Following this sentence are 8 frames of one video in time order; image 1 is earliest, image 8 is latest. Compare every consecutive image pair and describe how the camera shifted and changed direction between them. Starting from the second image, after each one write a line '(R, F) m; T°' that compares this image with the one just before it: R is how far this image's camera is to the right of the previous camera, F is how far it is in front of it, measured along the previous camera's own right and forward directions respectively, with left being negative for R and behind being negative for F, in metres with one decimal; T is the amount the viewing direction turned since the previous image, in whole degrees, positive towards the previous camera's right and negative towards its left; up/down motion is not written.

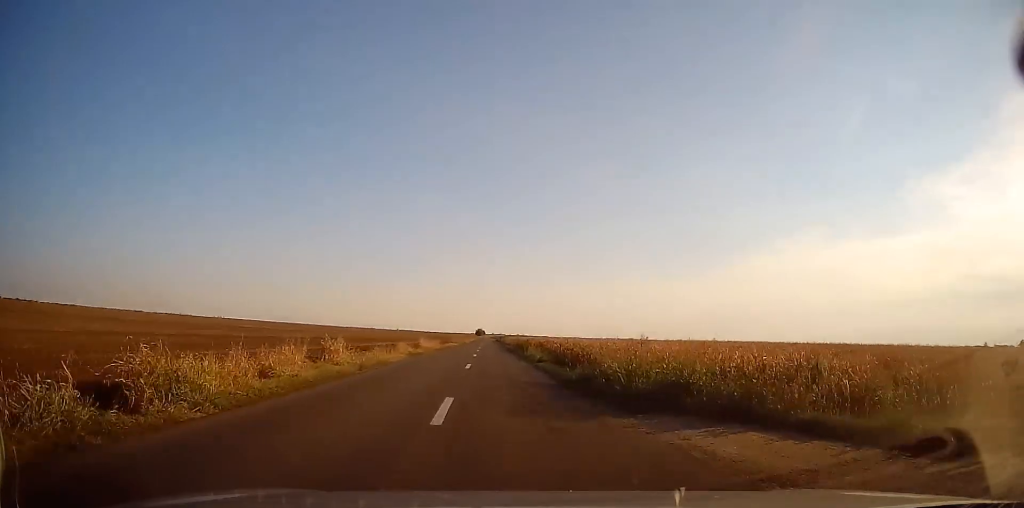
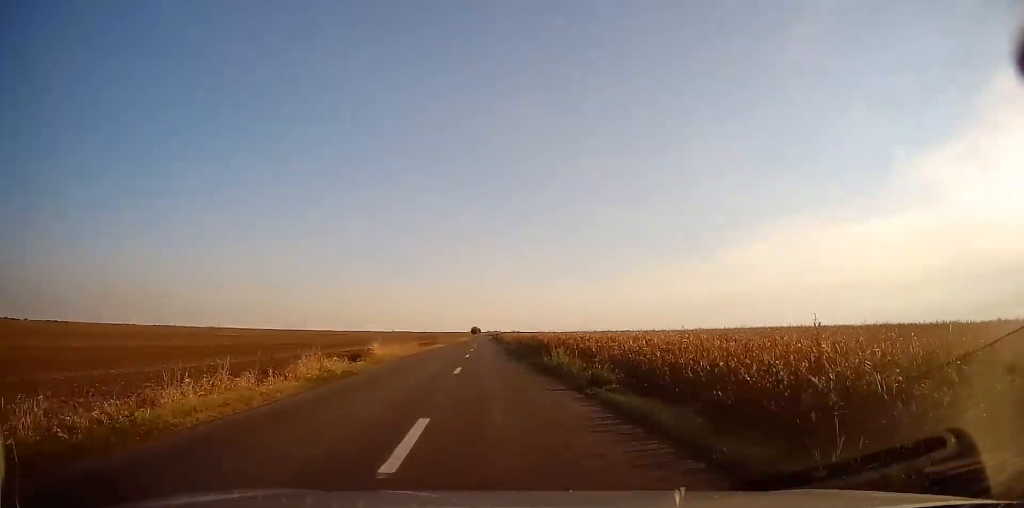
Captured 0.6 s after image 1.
(0.0, +14.8) m; 0°
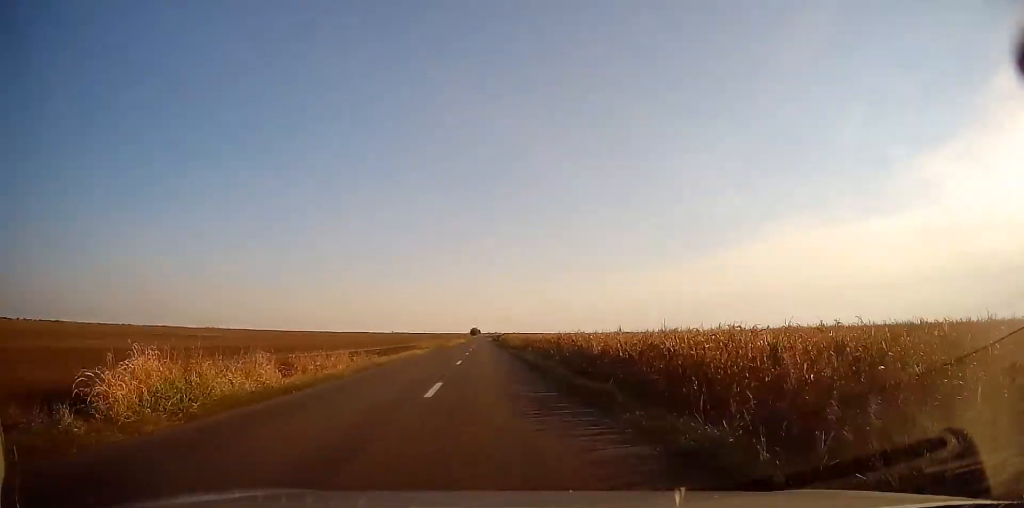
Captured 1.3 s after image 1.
(+0.5, +17.3) m; 0°
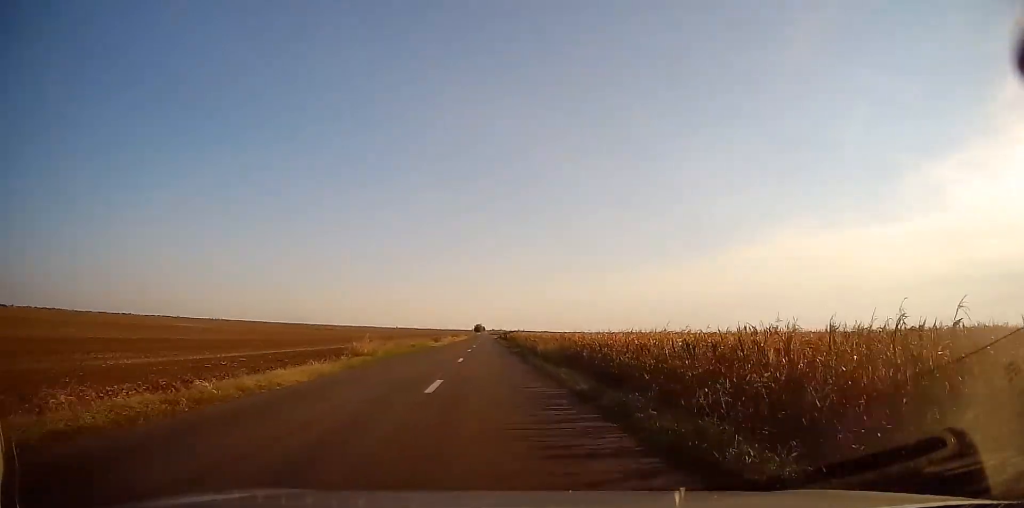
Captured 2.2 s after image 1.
(-0.6, +24.4) m; -1°
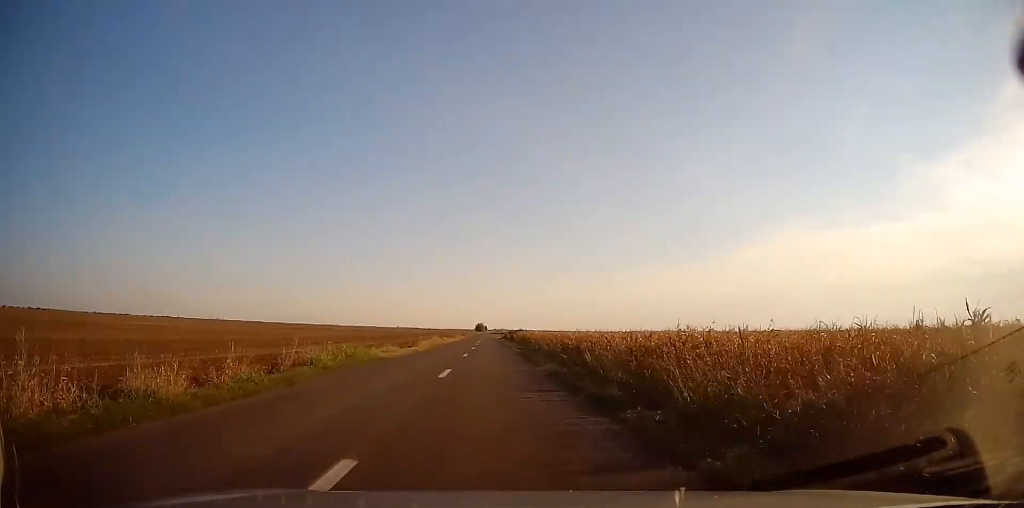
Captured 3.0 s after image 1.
(+0.1, +21.1) m; 0°
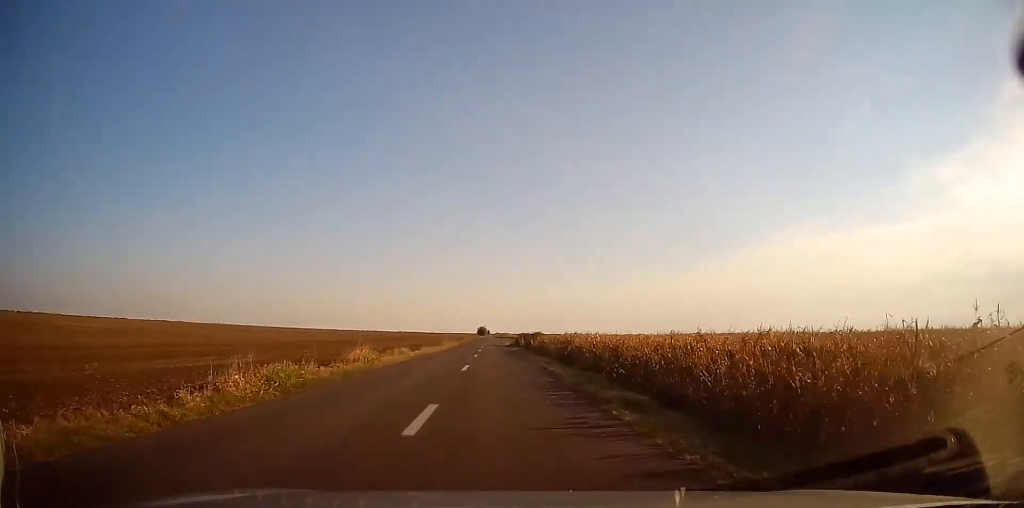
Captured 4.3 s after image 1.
(+0.1, +31.7) m; 0°
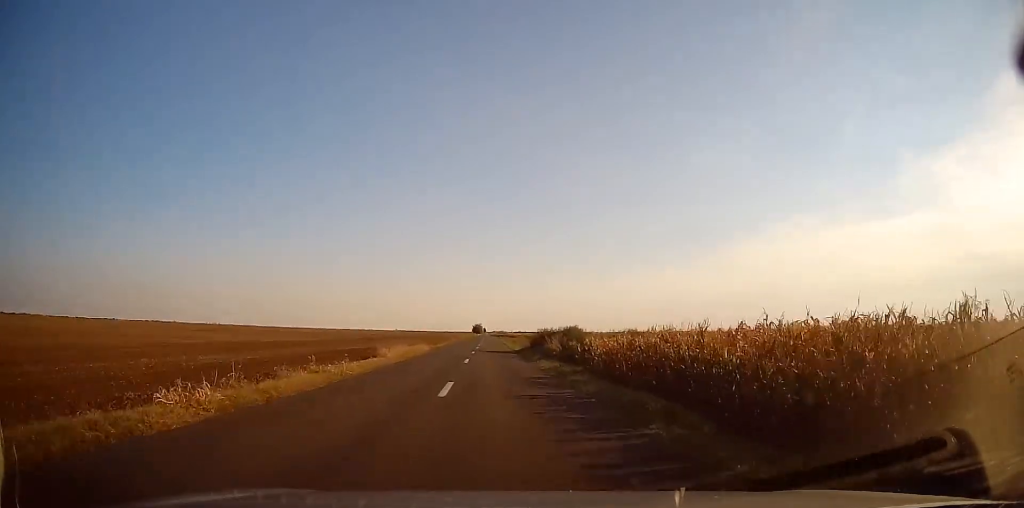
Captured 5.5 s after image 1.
(-0.1, +31.7) m; 0°
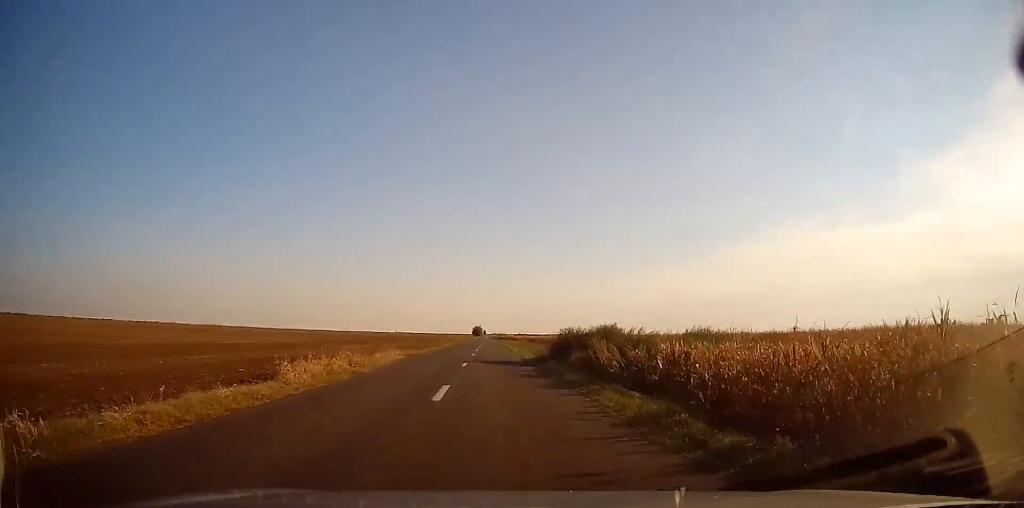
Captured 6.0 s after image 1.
(0.0, +12.4) m; 0°
